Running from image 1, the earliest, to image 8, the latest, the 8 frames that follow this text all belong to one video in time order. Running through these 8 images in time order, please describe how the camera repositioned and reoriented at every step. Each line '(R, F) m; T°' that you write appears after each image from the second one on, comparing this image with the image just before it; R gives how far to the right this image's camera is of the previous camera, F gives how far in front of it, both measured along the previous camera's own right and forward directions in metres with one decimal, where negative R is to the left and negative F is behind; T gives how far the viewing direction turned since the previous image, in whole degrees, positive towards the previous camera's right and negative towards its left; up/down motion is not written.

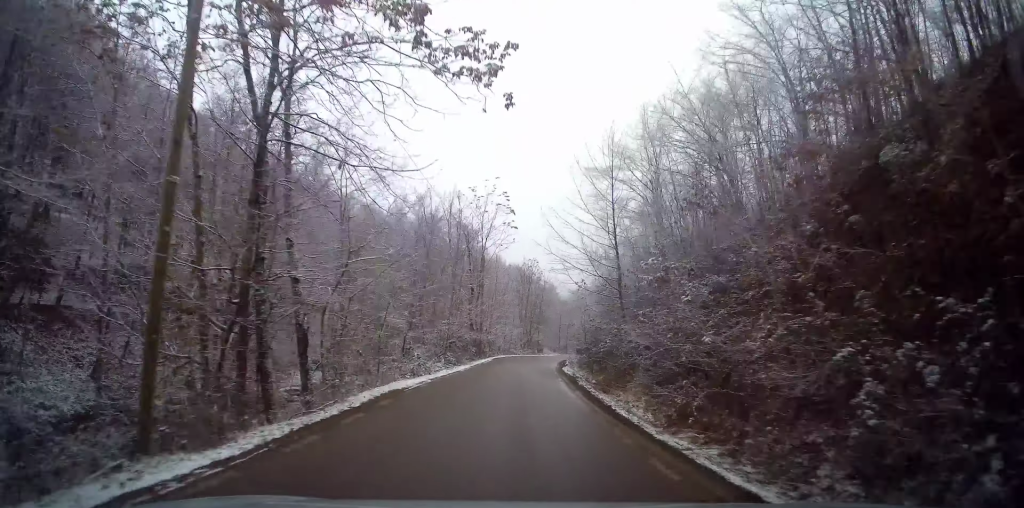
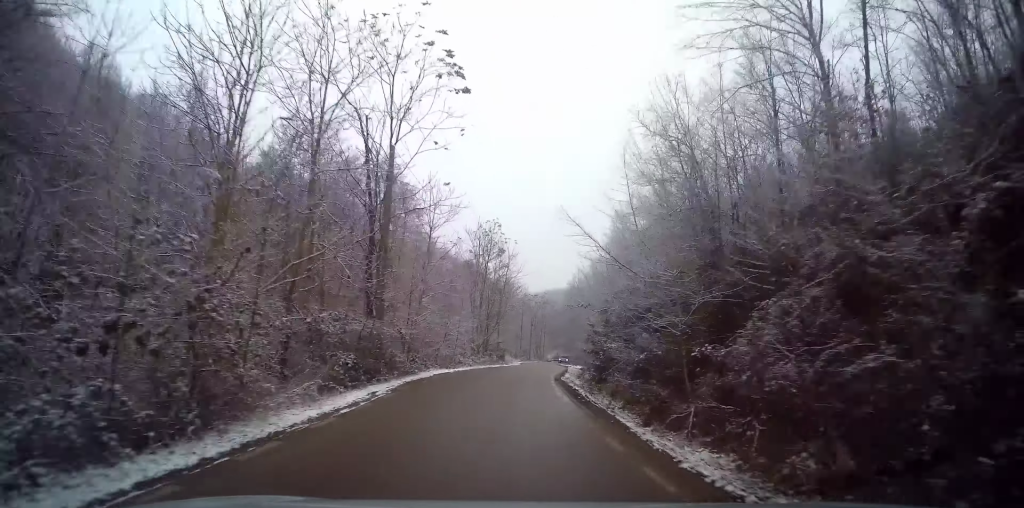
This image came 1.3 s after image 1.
(+0.8, +21.9) m; +5°
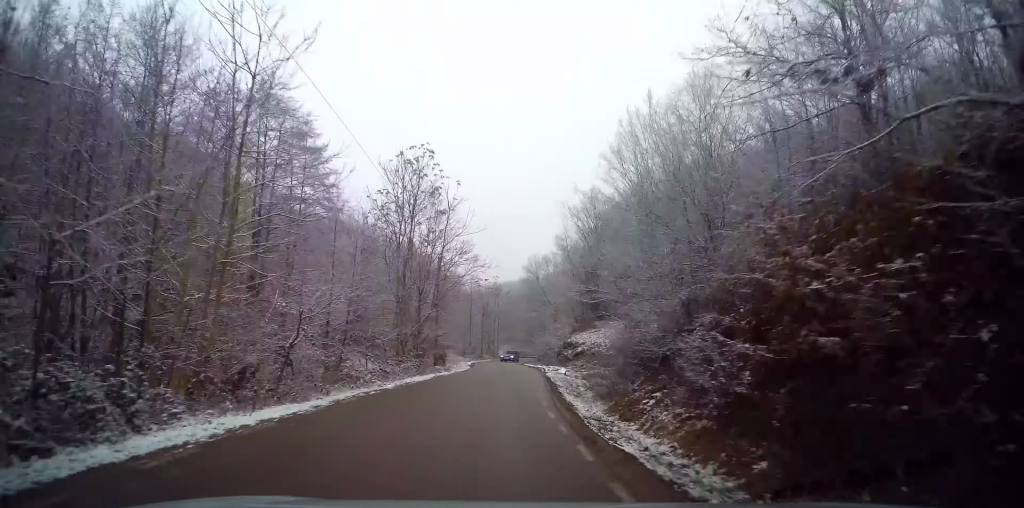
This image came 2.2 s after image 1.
(+0.6, +15.9) m; +3°
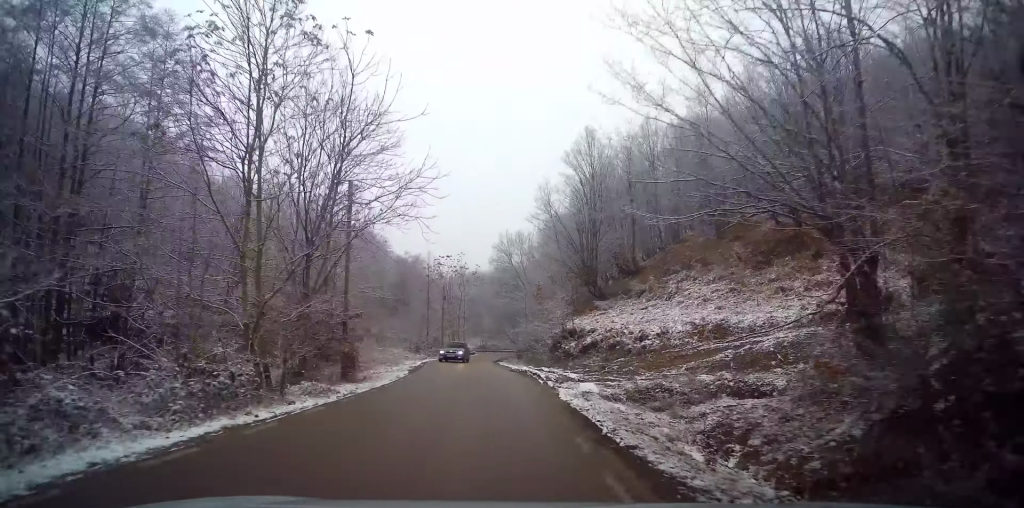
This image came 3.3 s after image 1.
(+0.4, +15.9) m; +2°
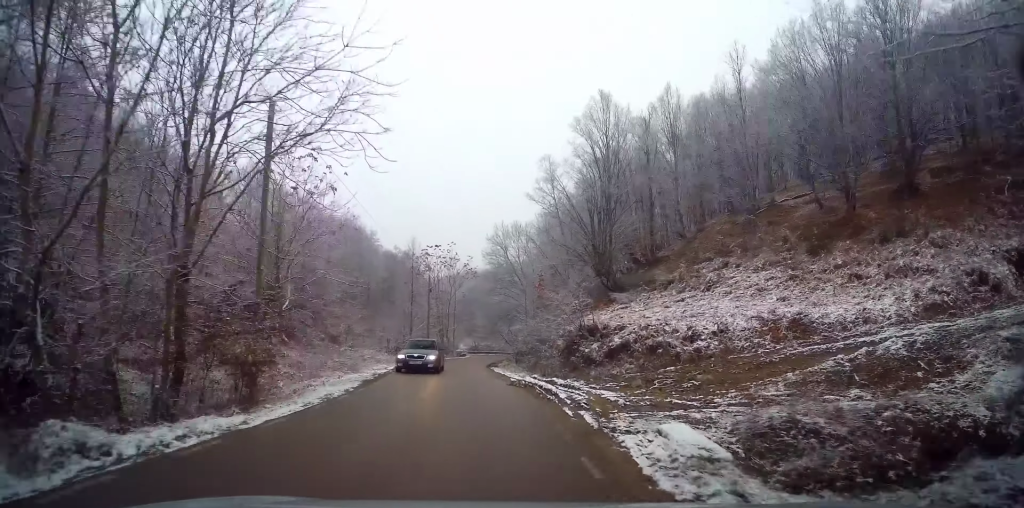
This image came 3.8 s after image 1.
(+0.1, +7.8) m; 0°
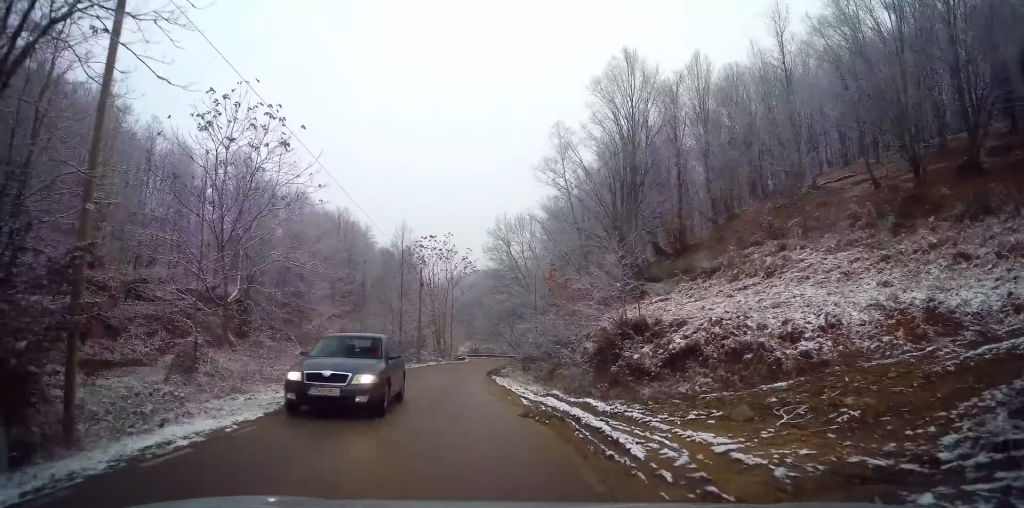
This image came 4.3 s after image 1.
(+0.2, +7.0) m; -1°
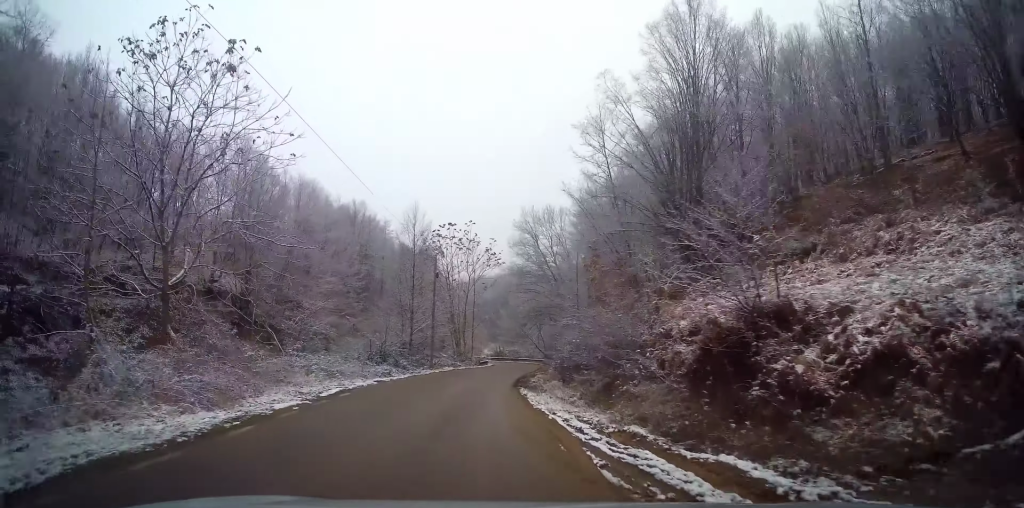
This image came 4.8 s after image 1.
(-0.1, +6.9) m; 0°
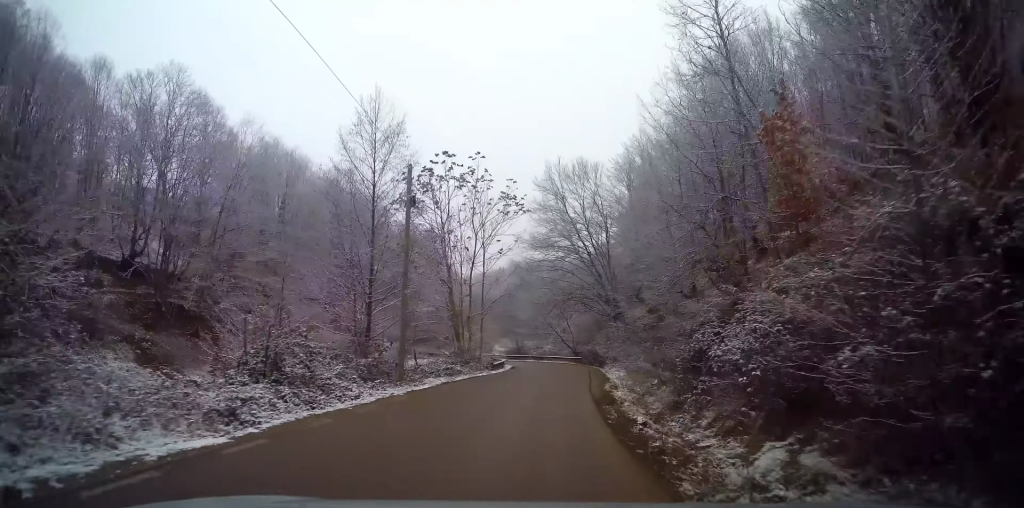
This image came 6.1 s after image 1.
(-0.1, +17.5) m; +3°
